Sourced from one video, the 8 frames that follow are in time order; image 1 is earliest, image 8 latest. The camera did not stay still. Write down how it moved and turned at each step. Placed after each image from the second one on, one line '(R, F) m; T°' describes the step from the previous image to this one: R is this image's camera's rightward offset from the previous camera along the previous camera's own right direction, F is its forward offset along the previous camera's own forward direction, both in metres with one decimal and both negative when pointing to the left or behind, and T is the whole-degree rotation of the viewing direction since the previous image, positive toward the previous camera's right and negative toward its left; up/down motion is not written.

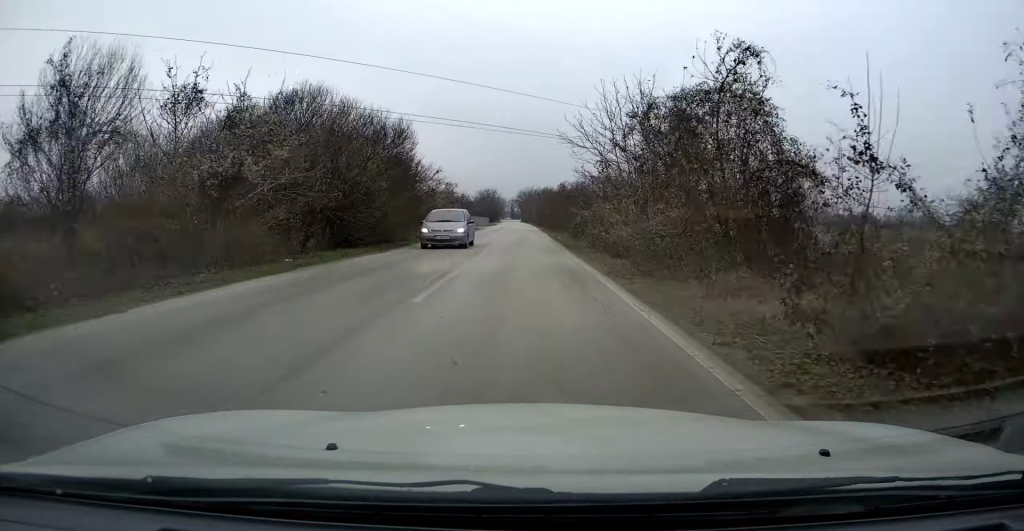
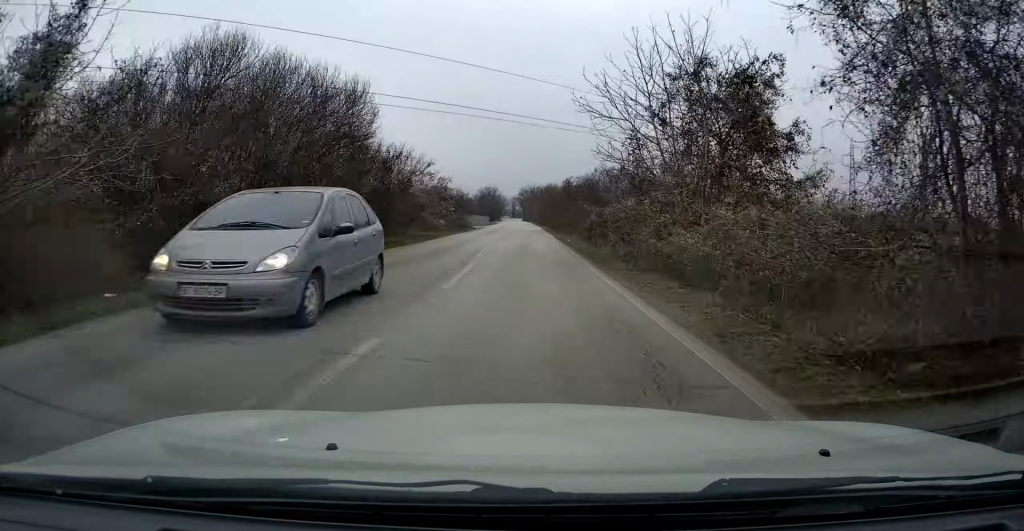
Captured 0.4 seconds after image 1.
(+0.2, +7.5) m; 0°
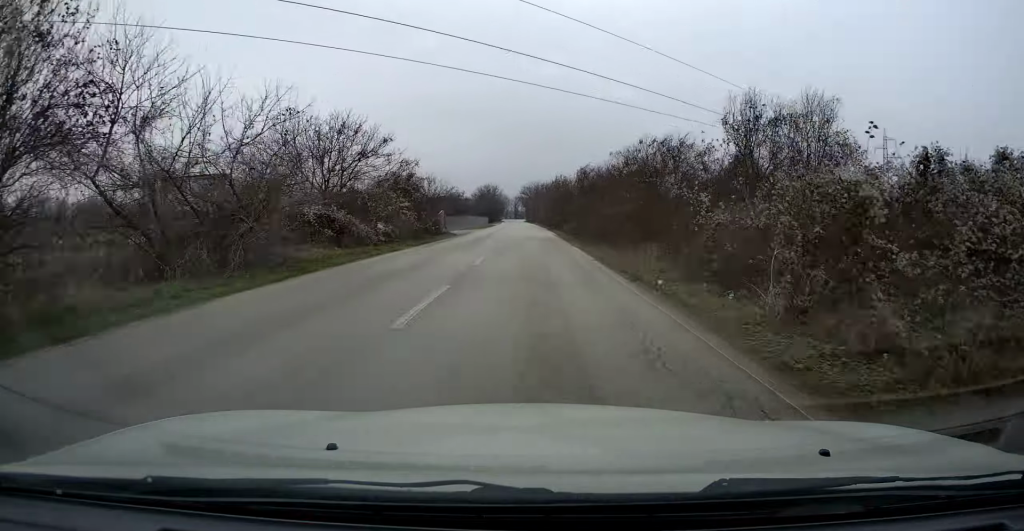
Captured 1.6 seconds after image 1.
(0.0, +20.7) m; -1°
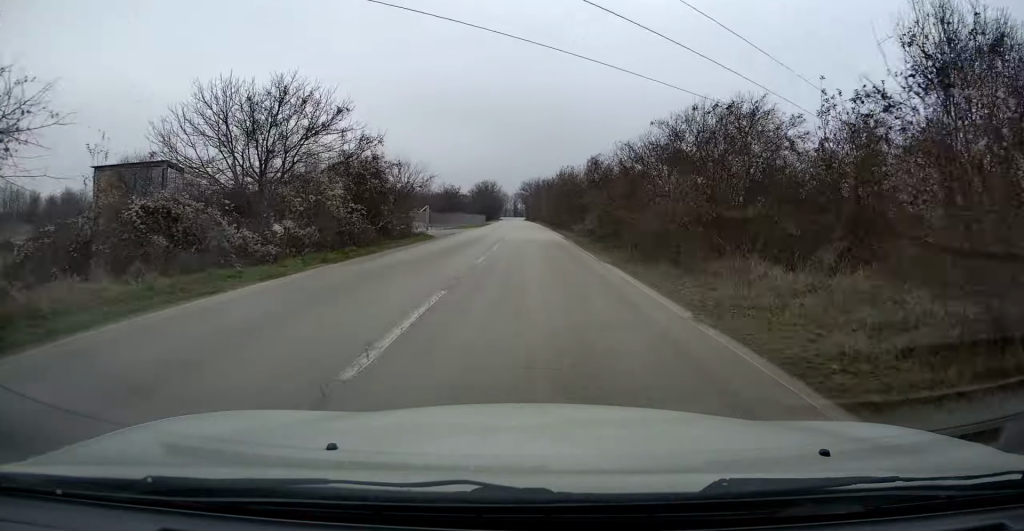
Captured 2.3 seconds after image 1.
(-0.1, +10.8) m; 0°
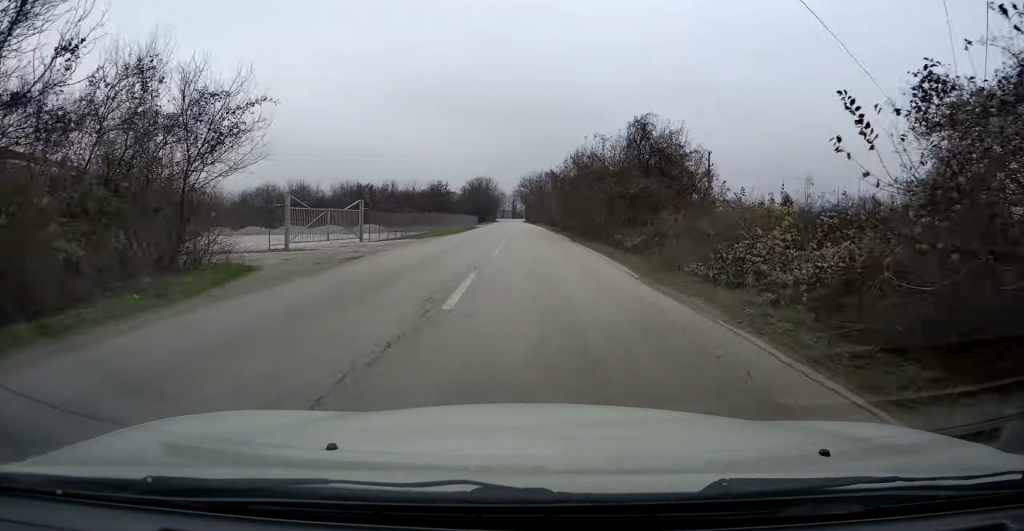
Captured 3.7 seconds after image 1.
(+0.5, +23.8) m; +1°
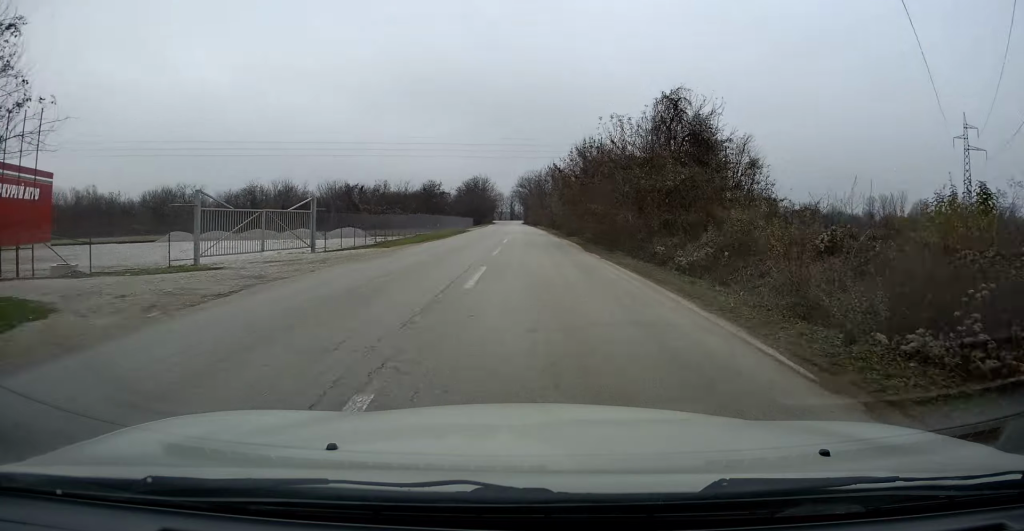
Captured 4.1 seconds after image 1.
(+0.1, +7.9) m; 0°
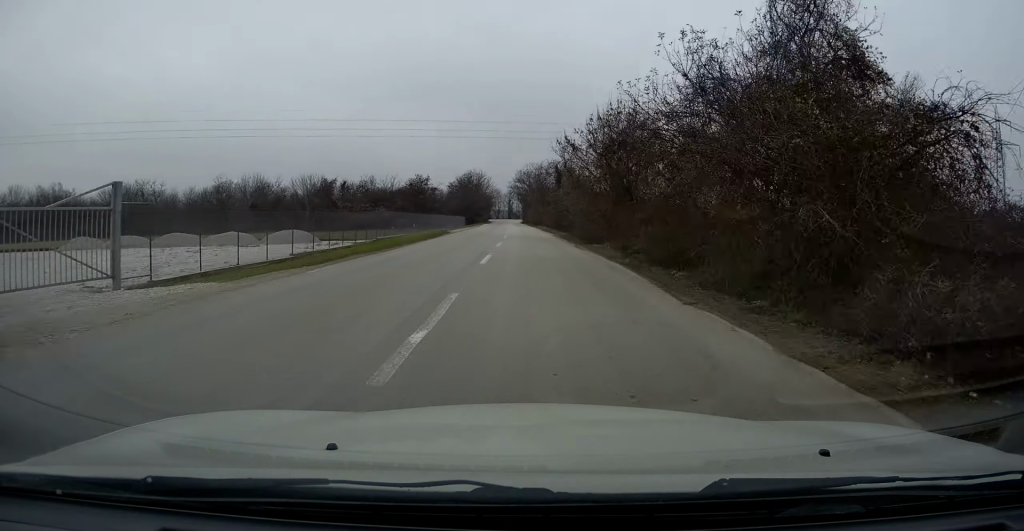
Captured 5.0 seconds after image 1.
(-0.4, +14.2) m; -1°
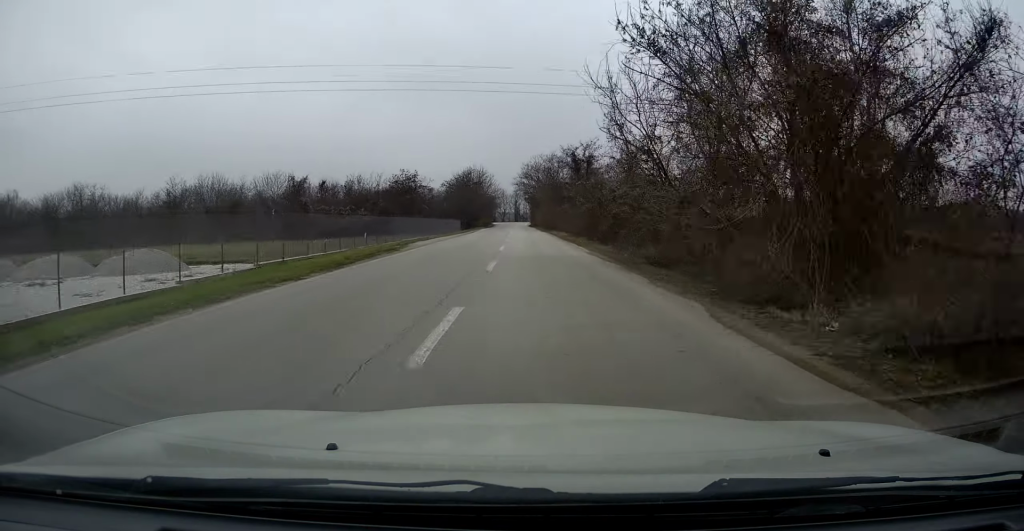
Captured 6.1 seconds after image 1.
(0.0, +19.3) m; 0°
